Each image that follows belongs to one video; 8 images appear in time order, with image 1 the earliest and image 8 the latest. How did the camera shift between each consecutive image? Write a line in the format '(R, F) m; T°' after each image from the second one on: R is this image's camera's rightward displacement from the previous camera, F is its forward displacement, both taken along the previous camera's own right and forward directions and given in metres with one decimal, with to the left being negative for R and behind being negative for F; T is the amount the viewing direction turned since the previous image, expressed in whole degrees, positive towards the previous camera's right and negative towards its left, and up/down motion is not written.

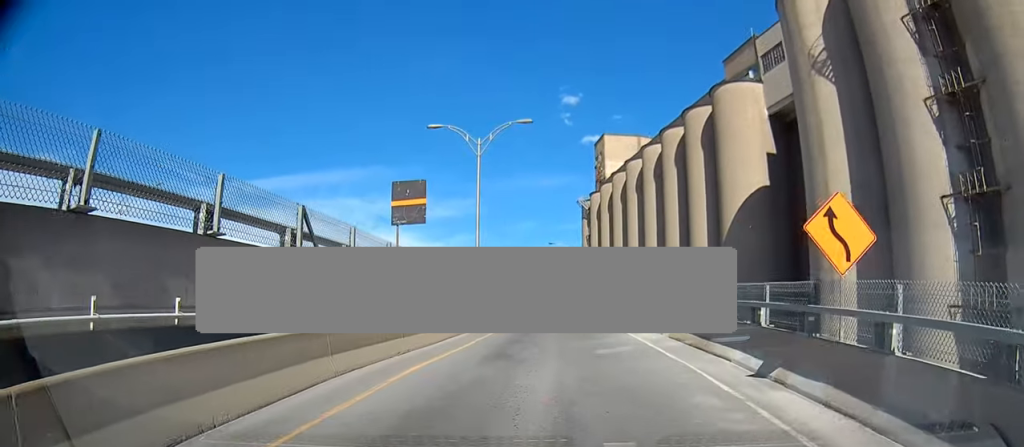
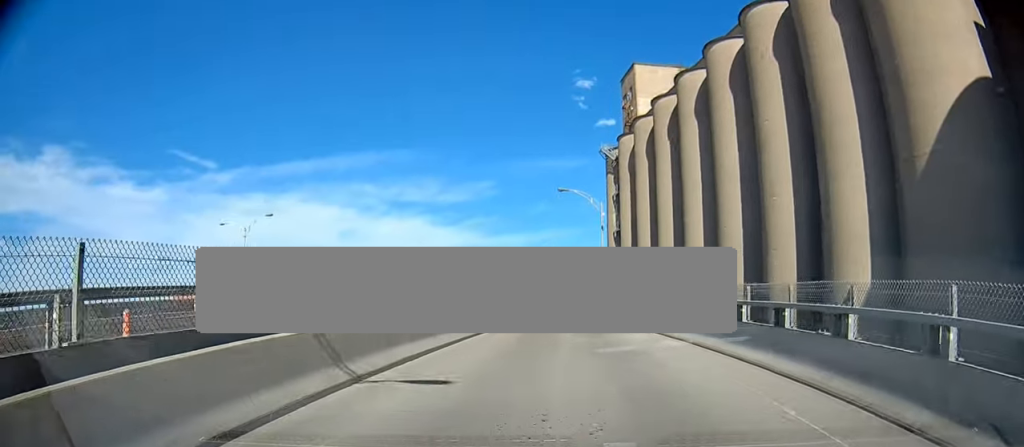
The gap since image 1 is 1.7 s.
(-0.4, +30.0) m; -2°
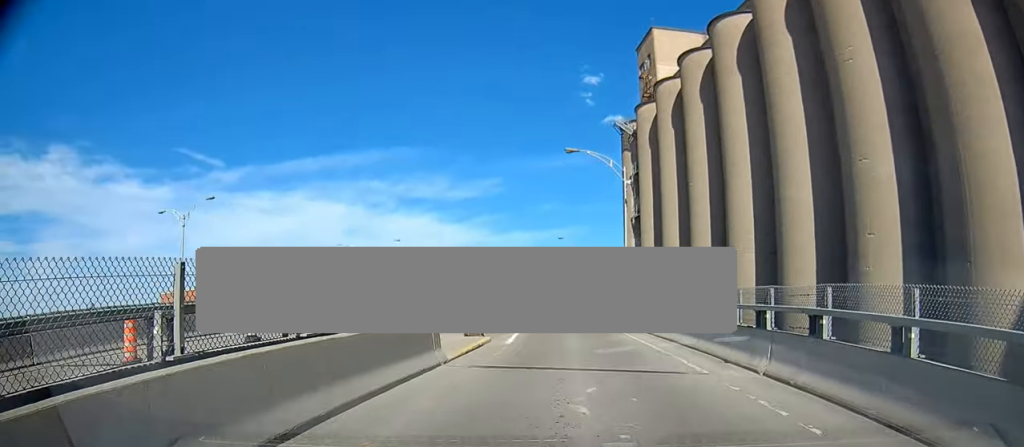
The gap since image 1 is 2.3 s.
(-0.2, +11.3) m; -1°
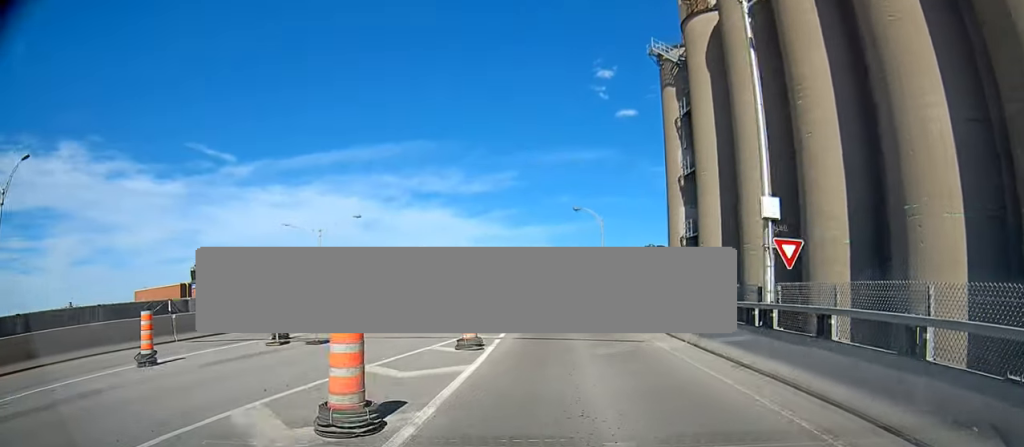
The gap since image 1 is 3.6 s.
(-0.2, +21.0) m; -1°
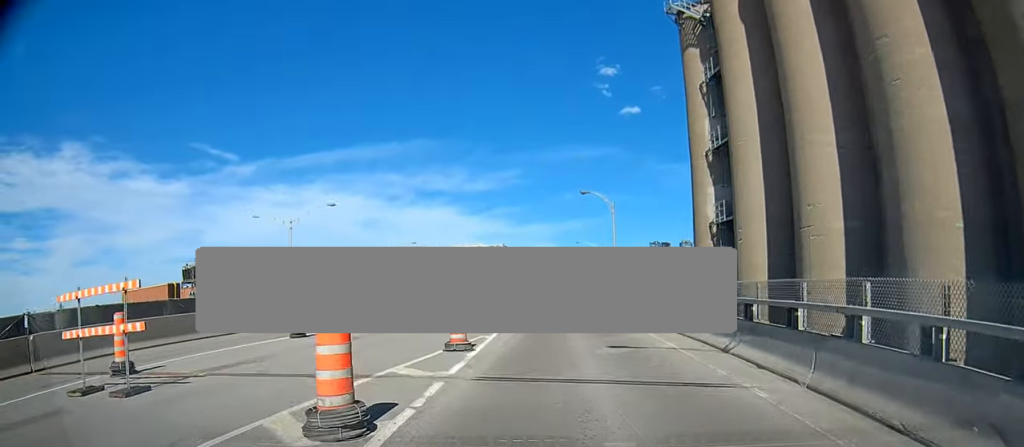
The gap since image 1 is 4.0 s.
(-0.1, +8.0) m; -1°
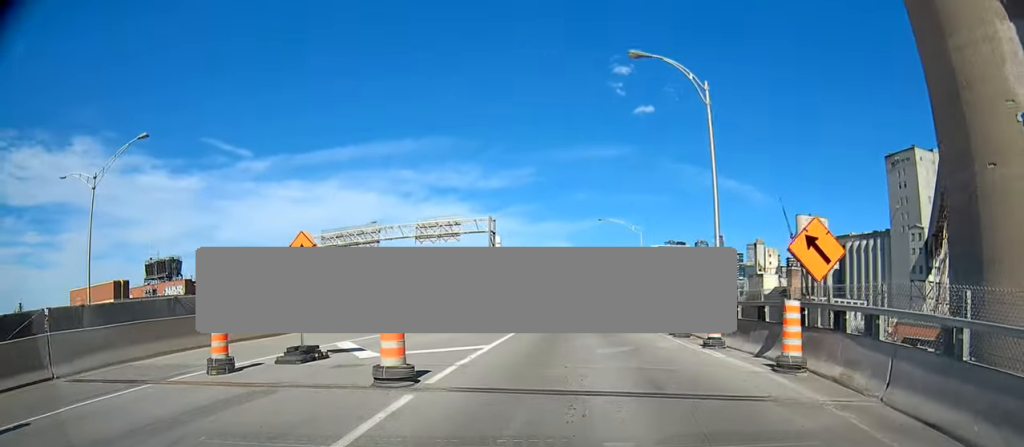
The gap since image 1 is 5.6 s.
(-0.7, +27.6) m; 0°
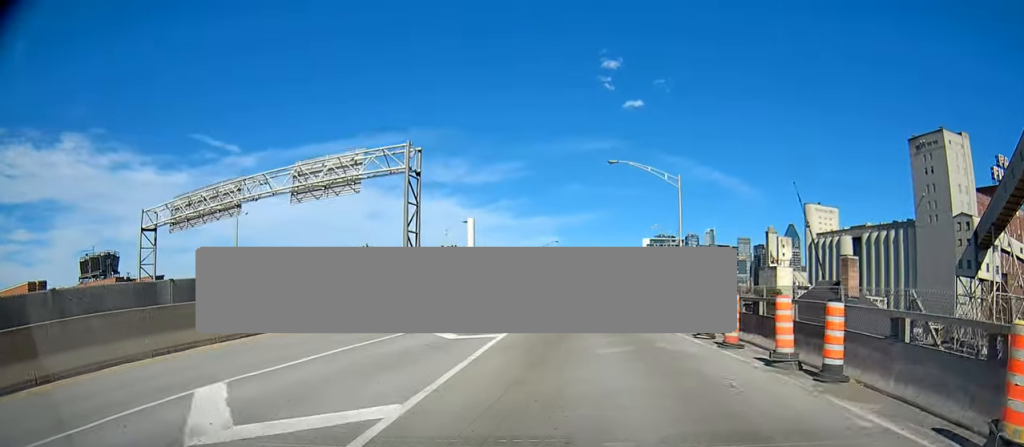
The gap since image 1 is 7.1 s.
(+0.3, +25.4) m; 0°
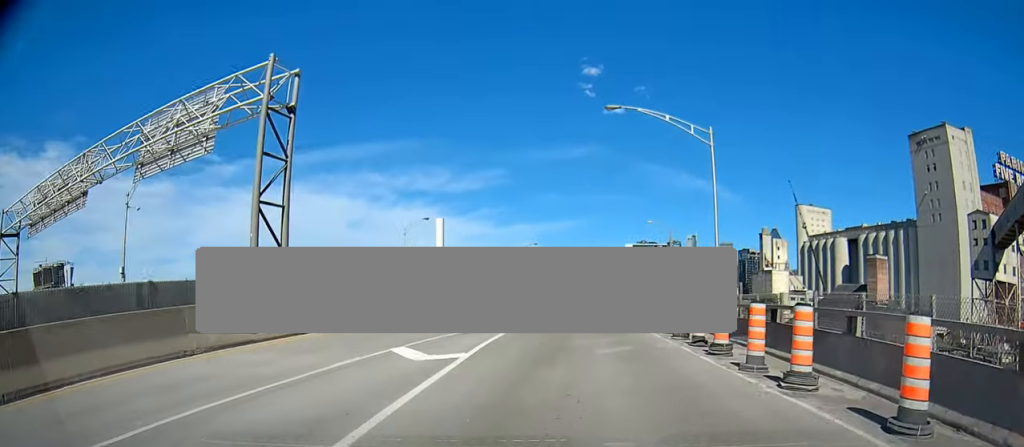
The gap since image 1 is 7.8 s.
(-0.3, +12.5) m; 0°
